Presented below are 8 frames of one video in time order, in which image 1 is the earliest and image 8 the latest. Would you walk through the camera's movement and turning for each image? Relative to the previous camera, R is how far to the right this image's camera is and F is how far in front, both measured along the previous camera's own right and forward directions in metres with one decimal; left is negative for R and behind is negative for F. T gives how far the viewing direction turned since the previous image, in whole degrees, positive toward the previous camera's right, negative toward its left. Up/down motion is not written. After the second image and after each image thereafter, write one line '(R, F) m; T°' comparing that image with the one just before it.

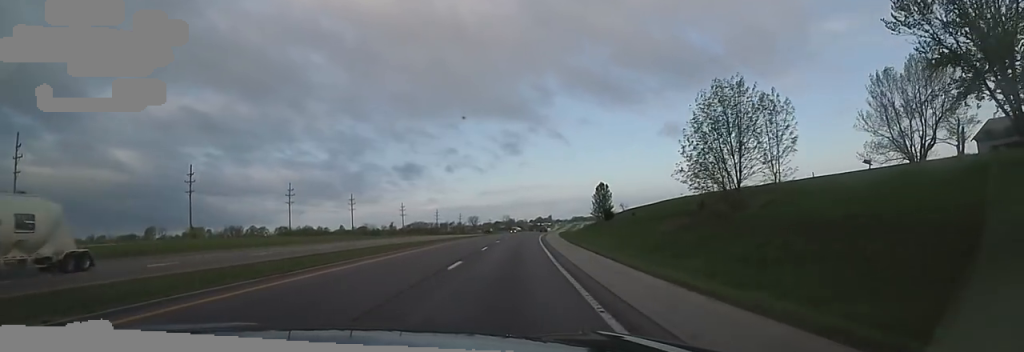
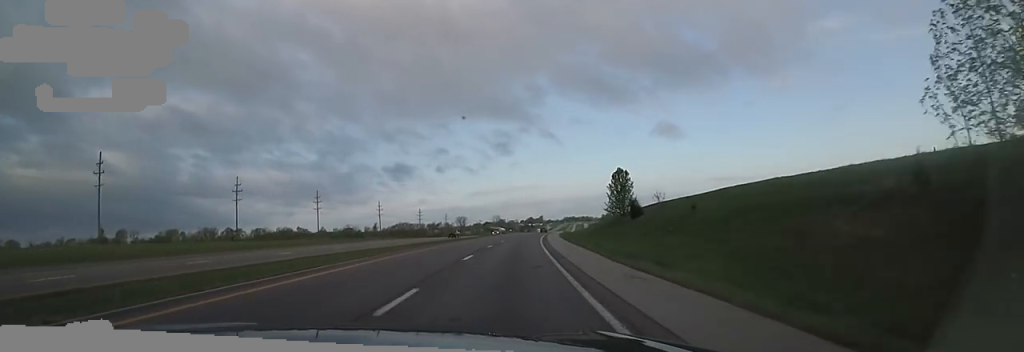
(+1.0, +20.6) m; 0°
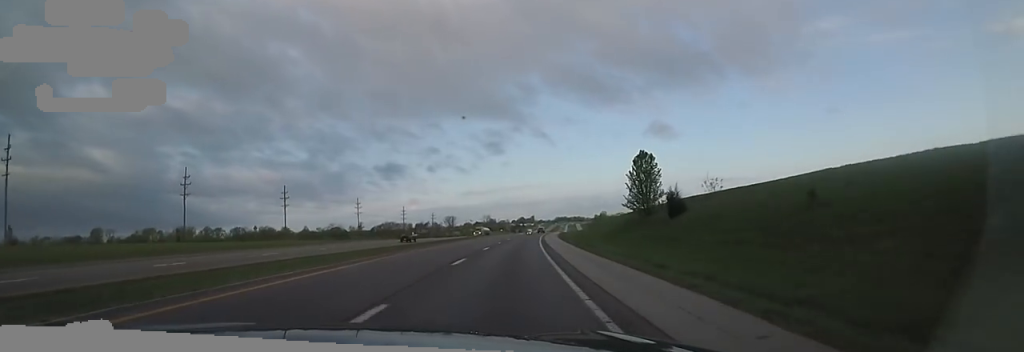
(+0.2, +15.0) m; +1°
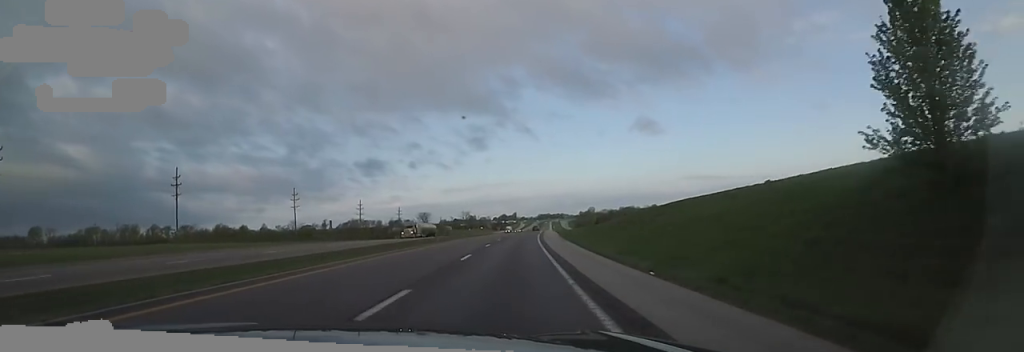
(-0.6, +36.3) m; +3°
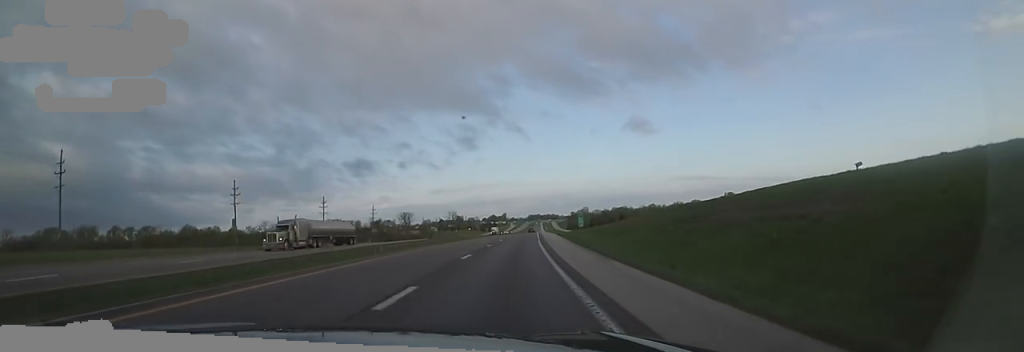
(+2.0, +24.8) m; +2°
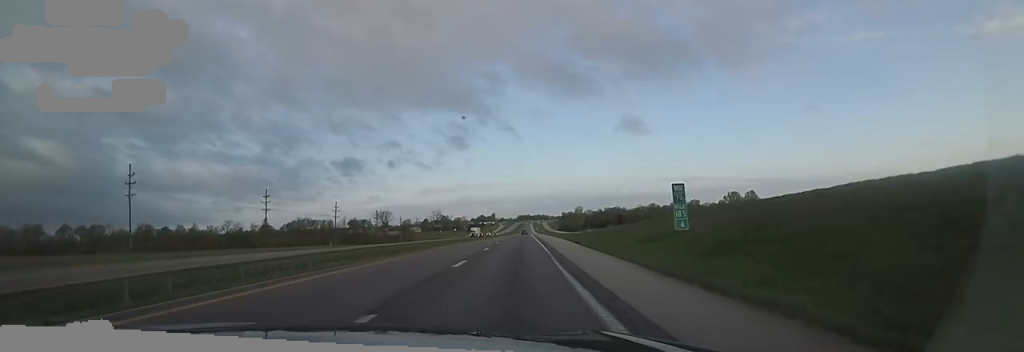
(-0.8, +28.7) m; -1°
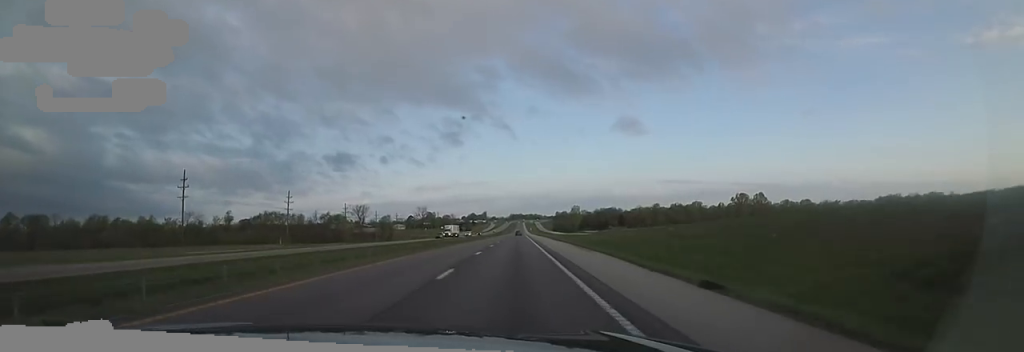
(0.0, +28.1) m; +1°
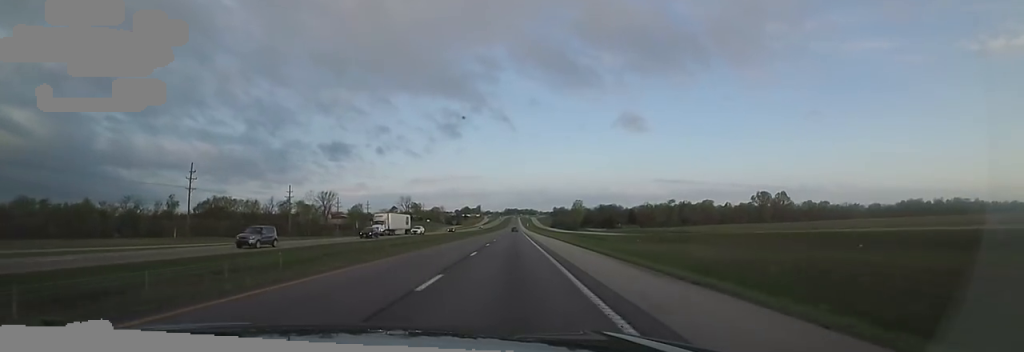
(+0.9, +39.5) m; +2°
